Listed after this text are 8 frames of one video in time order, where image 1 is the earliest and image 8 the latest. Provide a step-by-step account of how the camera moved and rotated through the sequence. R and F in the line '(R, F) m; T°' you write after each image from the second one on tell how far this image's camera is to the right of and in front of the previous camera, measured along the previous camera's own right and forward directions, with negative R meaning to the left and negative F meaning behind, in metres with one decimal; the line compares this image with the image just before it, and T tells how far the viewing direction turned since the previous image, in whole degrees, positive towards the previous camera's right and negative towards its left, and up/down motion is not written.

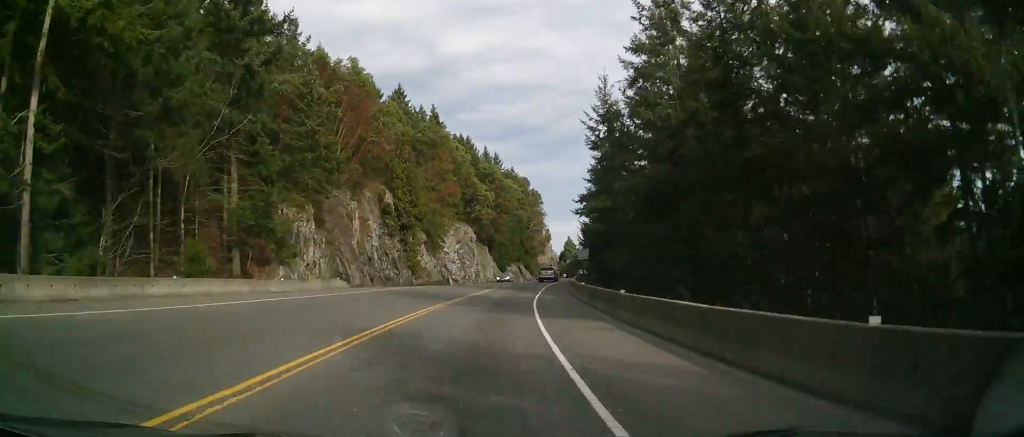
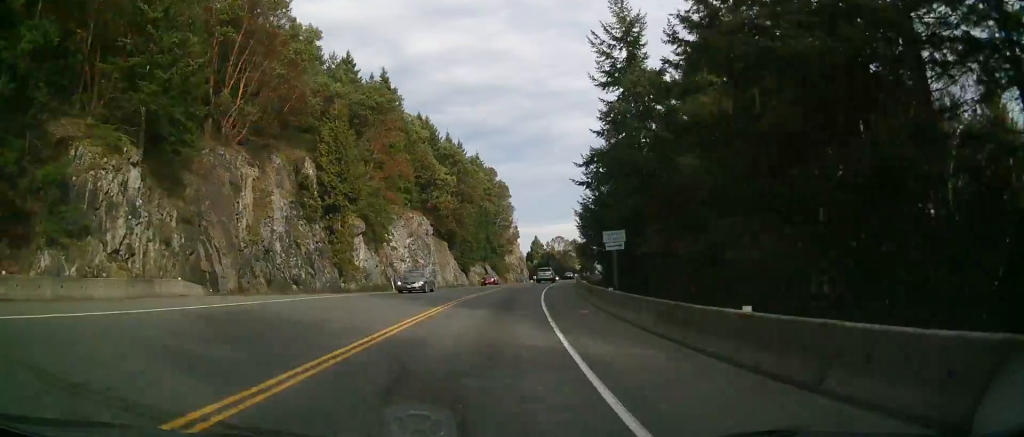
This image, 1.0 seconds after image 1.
(+0.3, +21.6) m; +5°
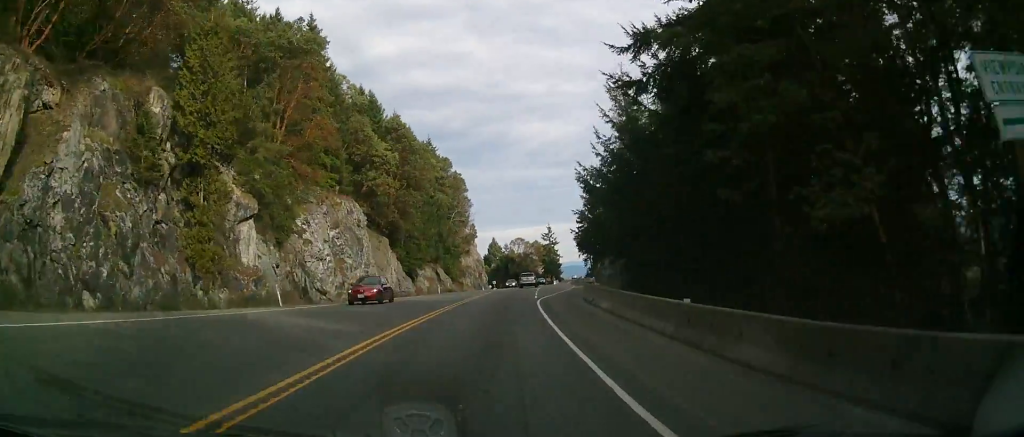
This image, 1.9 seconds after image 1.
(+1.5, +21.4) m; +4°
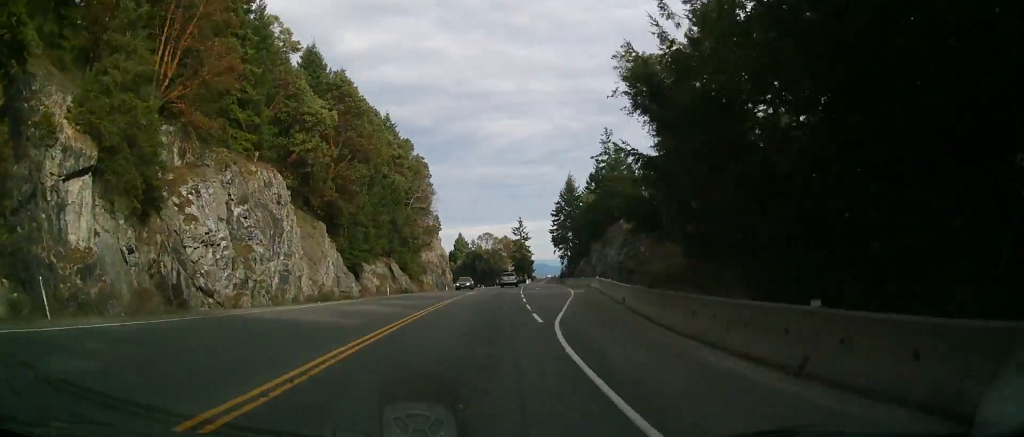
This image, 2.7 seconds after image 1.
(0.0, +17.8) m; 0°
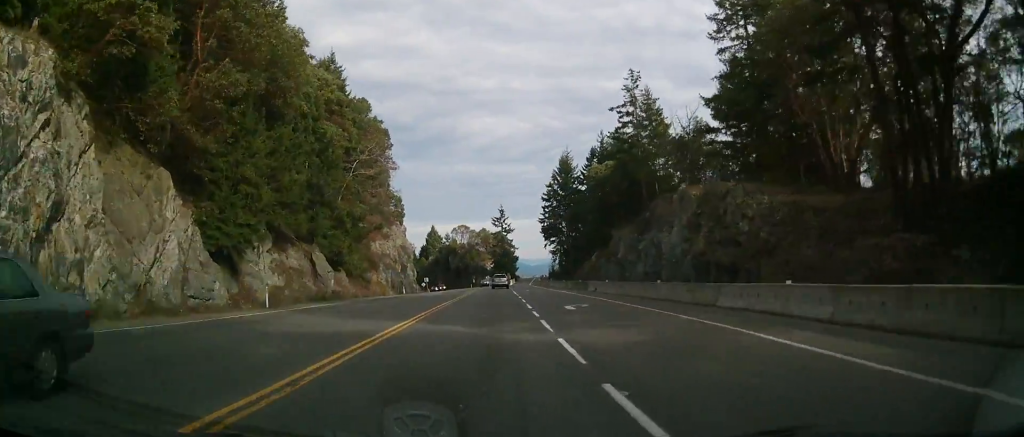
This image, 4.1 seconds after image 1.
(+1.0, +30.4) m; +6°
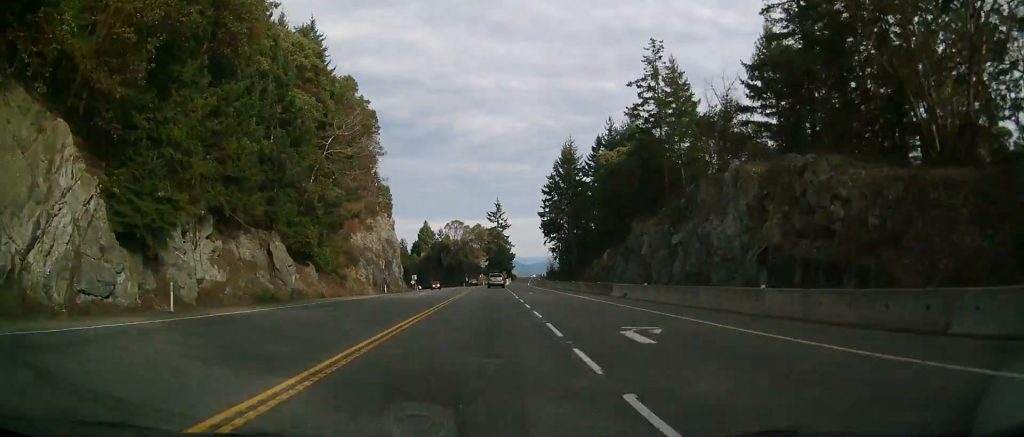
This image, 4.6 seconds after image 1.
(+0.5, +10.3) m; +2°
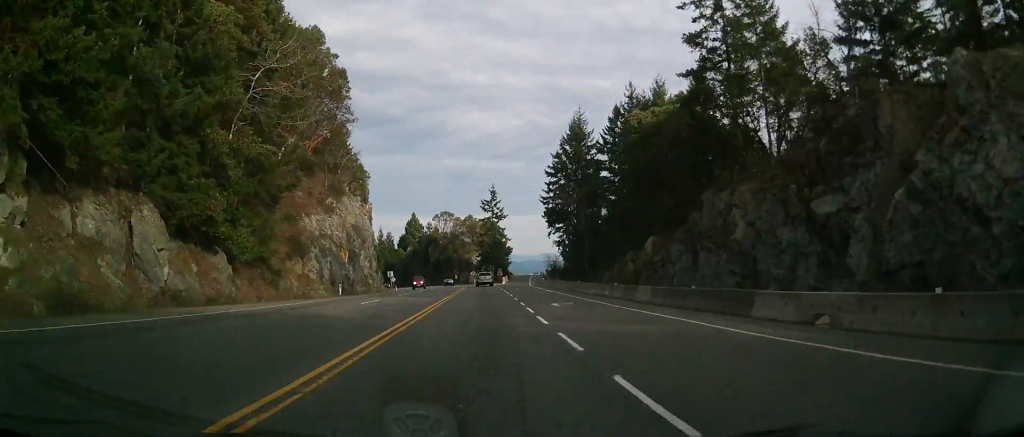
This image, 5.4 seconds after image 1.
(+0.4, +18.9) m; +1°
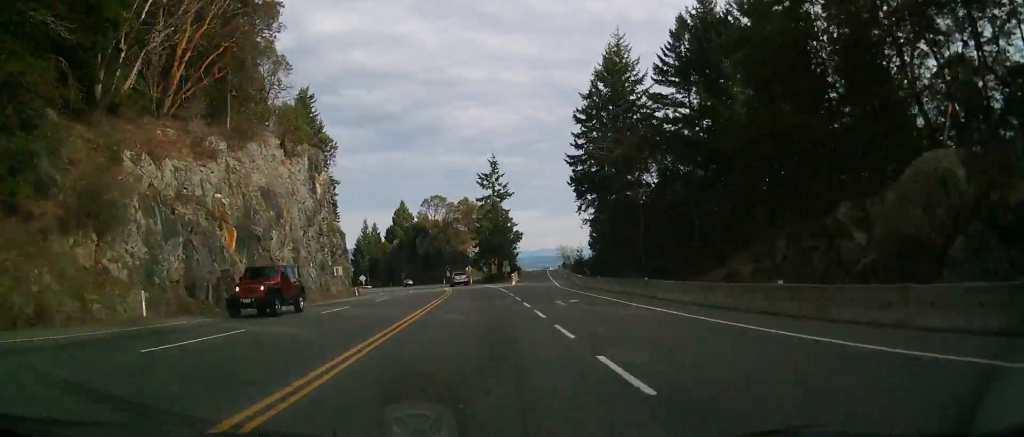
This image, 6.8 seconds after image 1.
(+0.1, +30.6) m; 0°
